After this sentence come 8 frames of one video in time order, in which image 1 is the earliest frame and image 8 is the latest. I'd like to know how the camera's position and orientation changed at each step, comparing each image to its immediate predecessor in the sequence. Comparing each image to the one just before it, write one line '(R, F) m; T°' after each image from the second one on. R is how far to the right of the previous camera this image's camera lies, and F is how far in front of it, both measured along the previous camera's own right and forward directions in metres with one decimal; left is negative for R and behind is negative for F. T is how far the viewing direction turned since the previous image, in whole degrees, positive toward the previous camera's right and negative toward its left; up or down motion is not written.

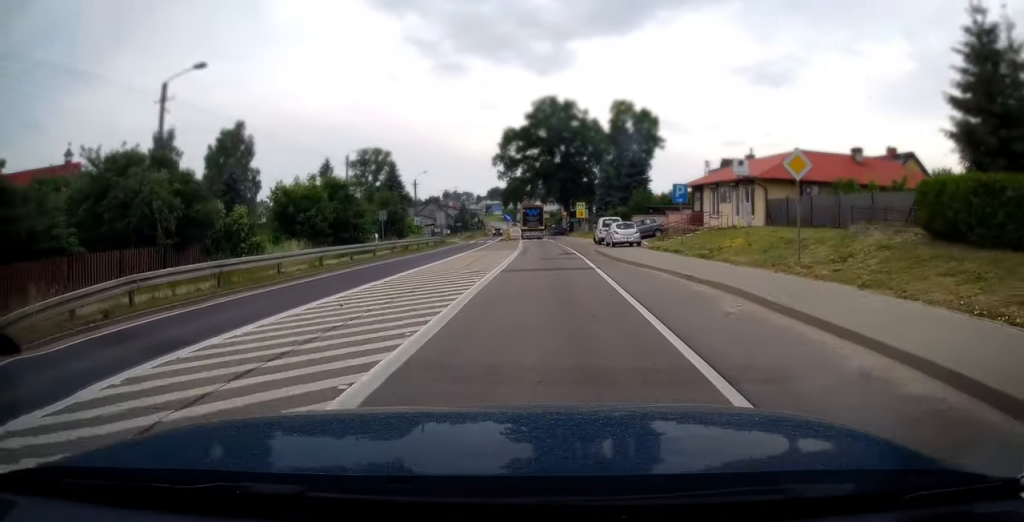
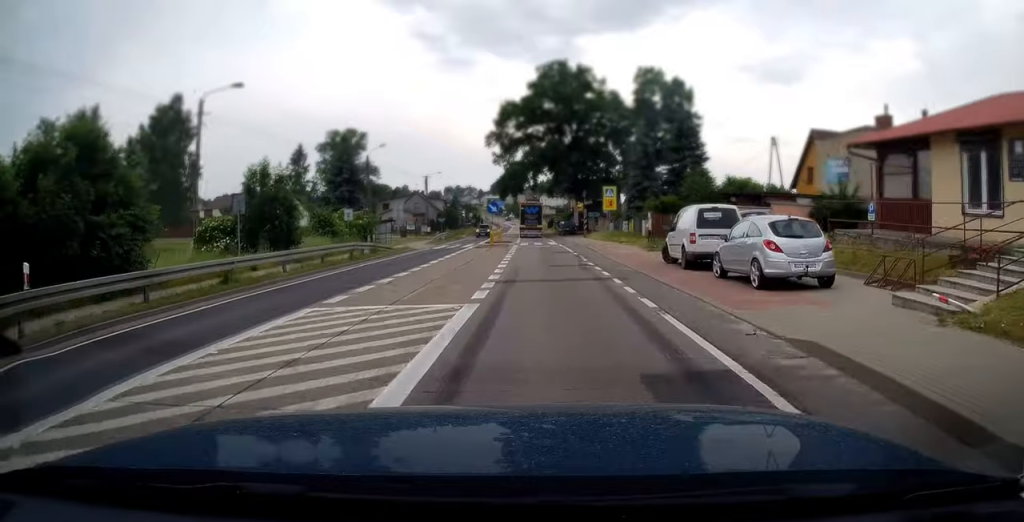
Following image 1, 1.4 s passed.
(-0.1, +25.7) m; 0°
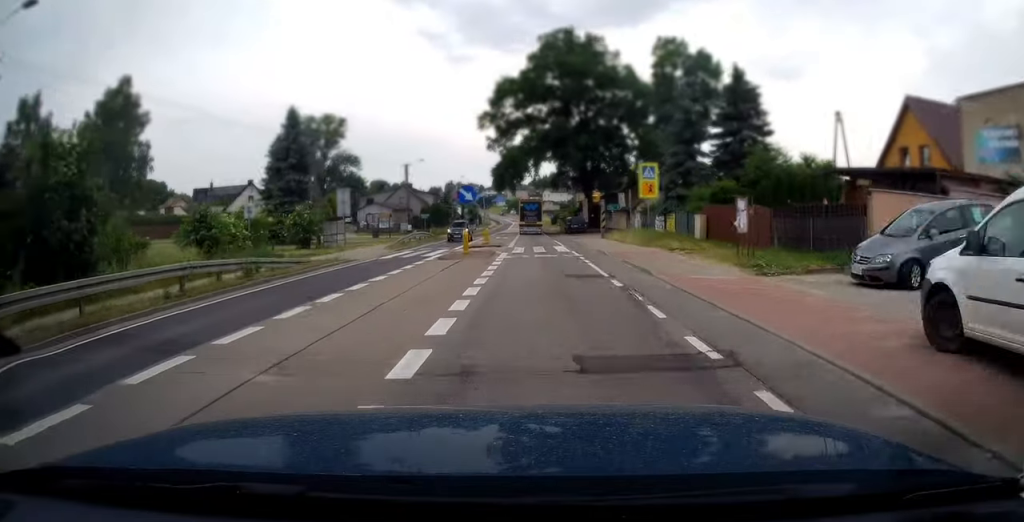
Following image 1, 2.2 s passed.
(+0.1, +15.7) m; 0°
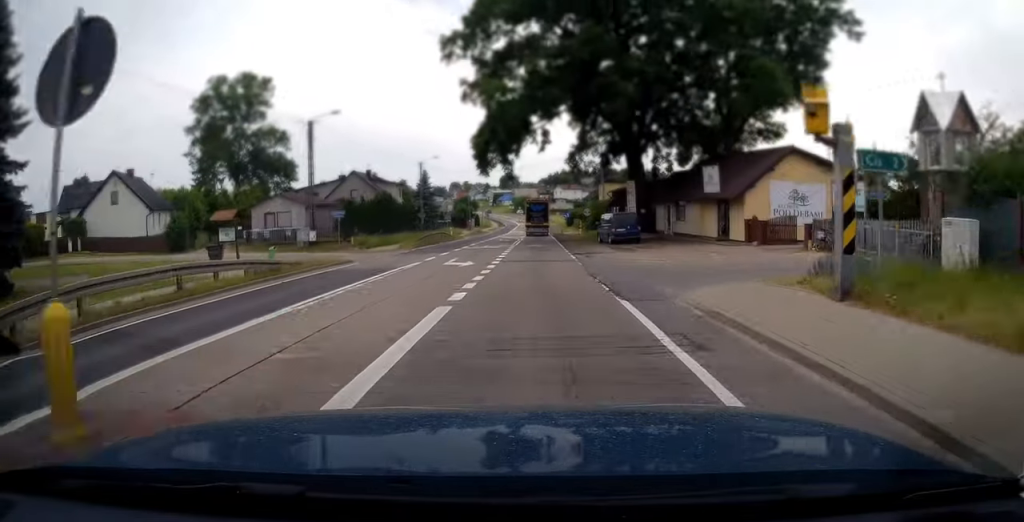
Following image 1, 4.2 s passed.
(-0.3, +36.4) m; -1°
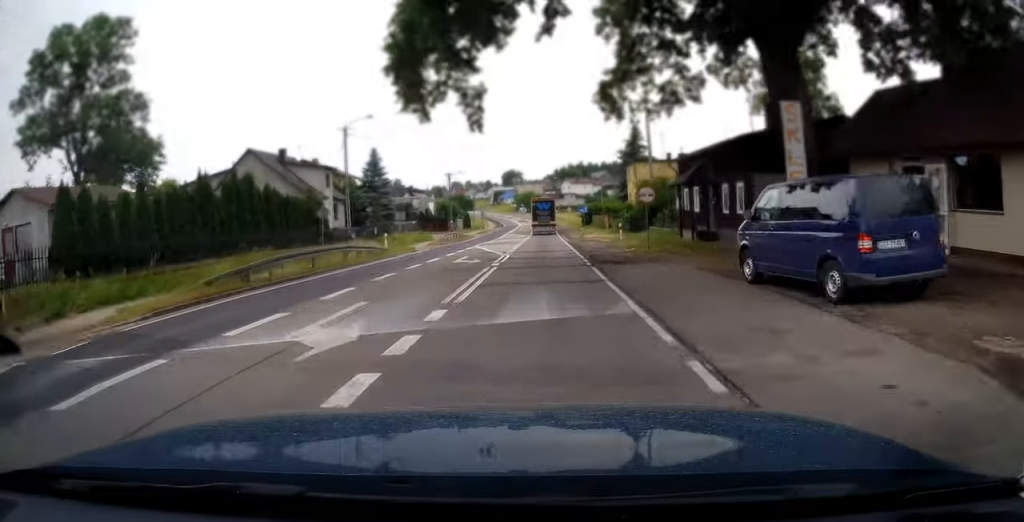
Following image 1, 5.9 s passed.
(-0.4, +30.4) m; -1°
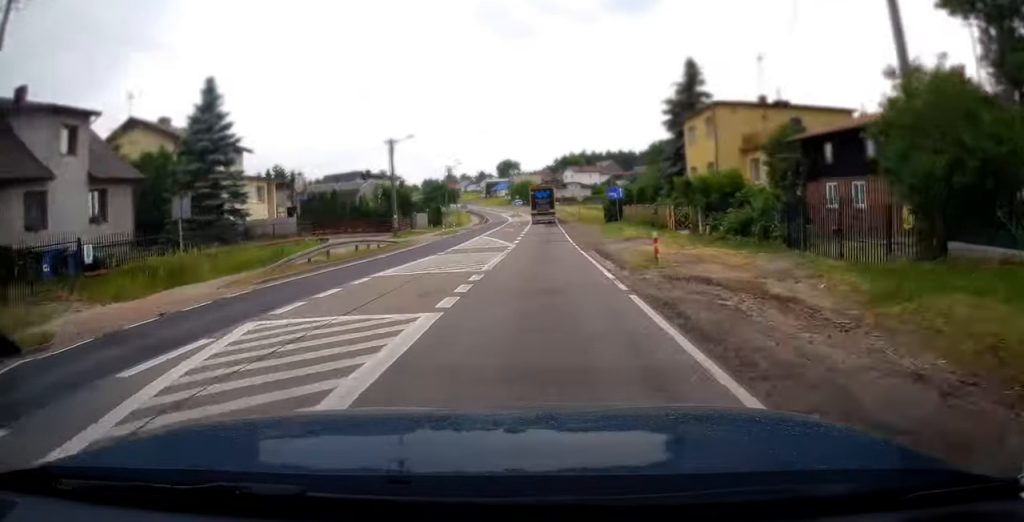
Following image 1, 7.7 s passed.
(0.0, +31.9) m; 0°
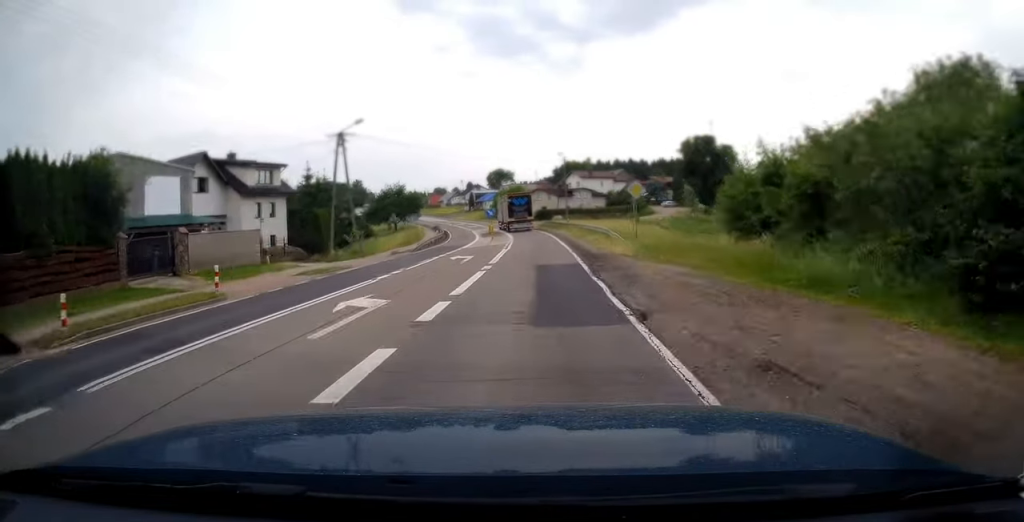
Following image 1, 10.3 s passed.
(+0.2, +44.1) m; 0°
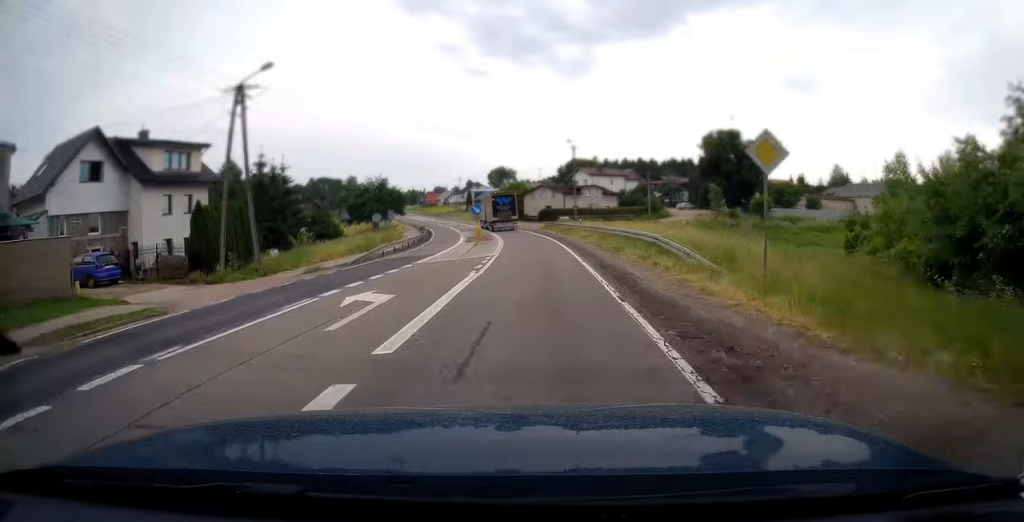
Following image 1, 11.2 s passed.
(0.0, +14.5) m; -1°
